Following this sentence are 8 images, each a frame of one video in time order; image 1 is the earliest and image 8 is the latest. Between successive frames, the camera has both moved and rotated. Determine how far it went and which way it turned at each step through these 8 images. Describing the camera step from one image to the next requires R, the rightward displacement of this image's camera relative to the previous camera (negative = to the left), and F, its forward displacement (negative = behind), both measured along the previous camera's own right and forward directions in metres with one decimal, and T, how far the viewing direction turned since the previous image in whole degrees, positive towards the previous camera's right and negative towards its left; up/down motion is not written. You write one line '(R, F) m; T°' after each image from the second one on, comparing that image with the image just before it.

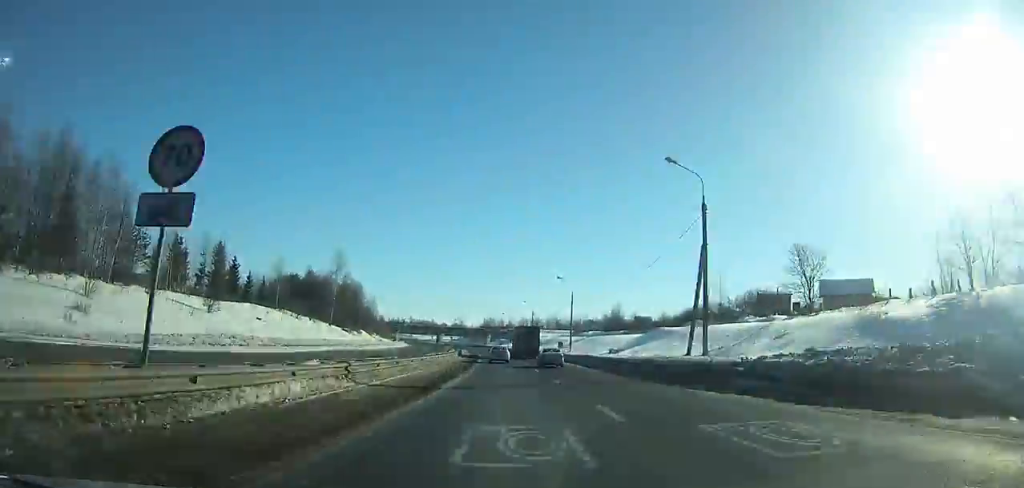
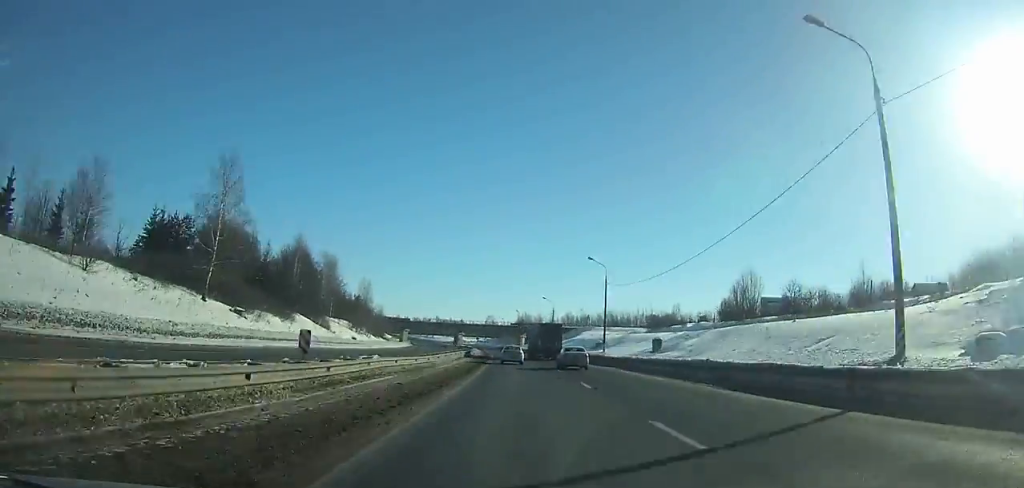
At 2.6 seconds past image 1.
(-2.7, +61.7) m; -4°
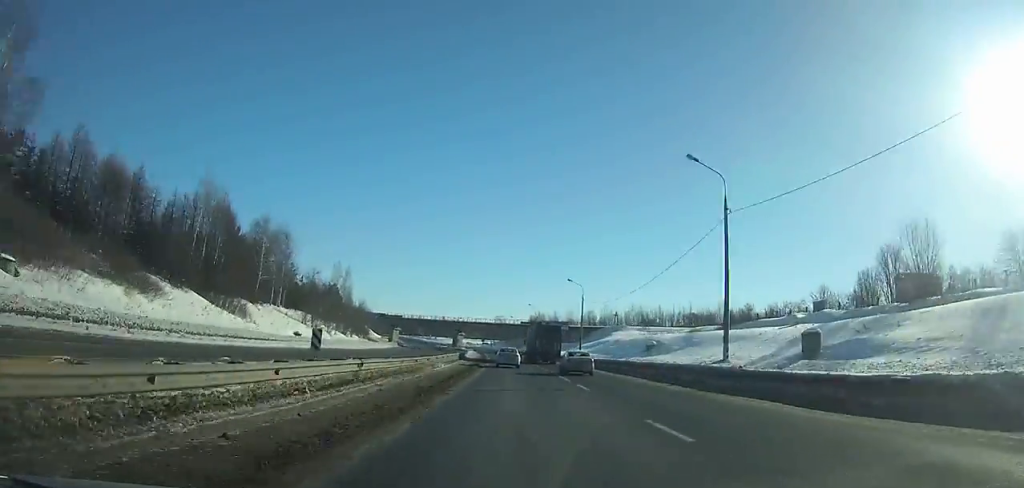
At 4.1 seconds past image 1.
(-0.2, +34.8) m; -2°
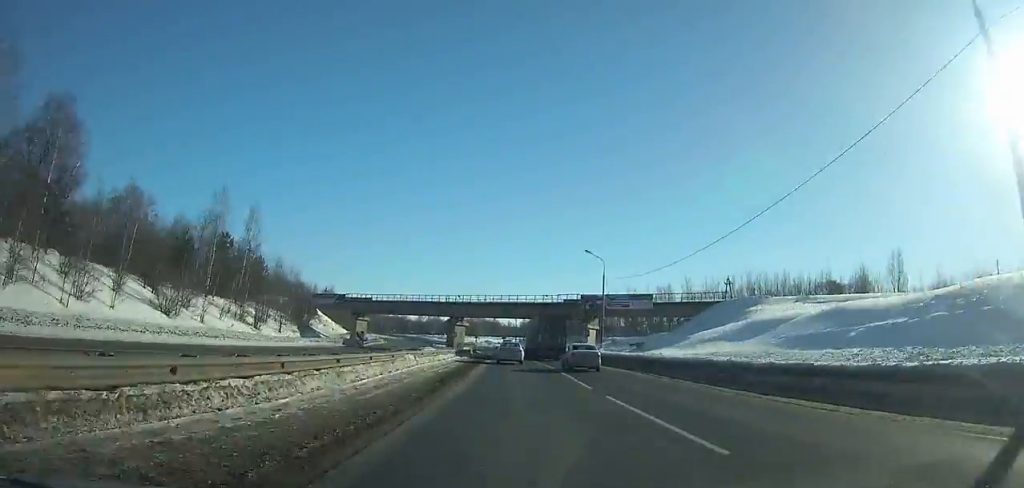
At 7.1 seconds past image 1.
(-1.8, +67.1) m; -3°
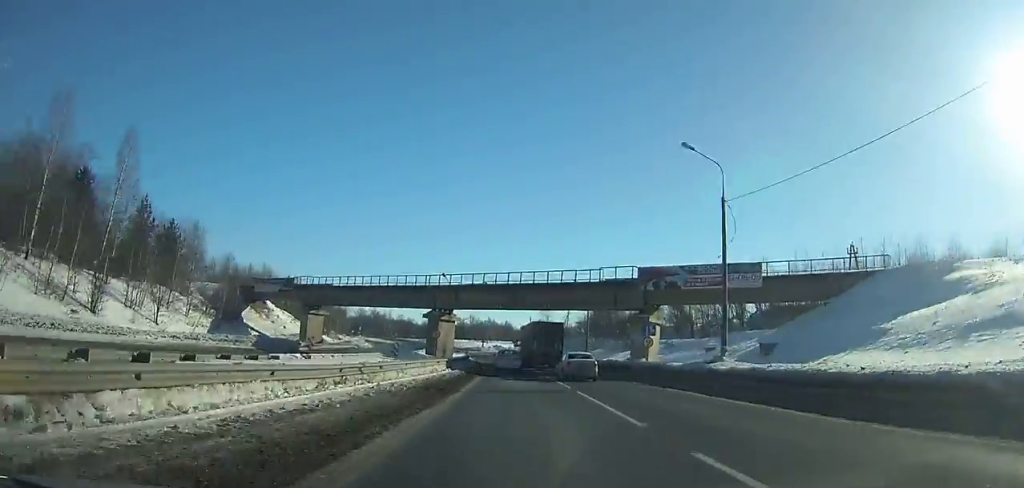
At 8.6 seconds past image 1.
(-0.6, +32.4) m; -2°
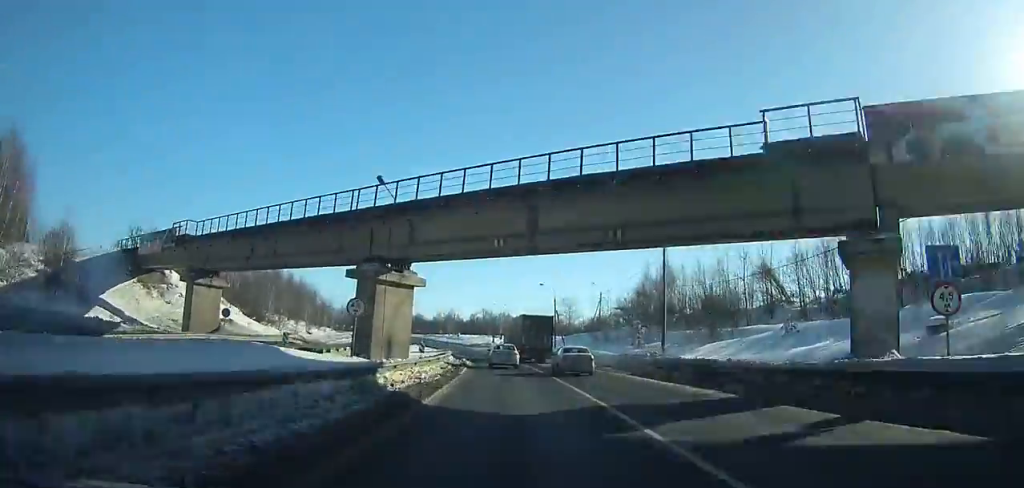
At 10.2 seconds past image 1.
(+0.6, +34.3) m; -3°
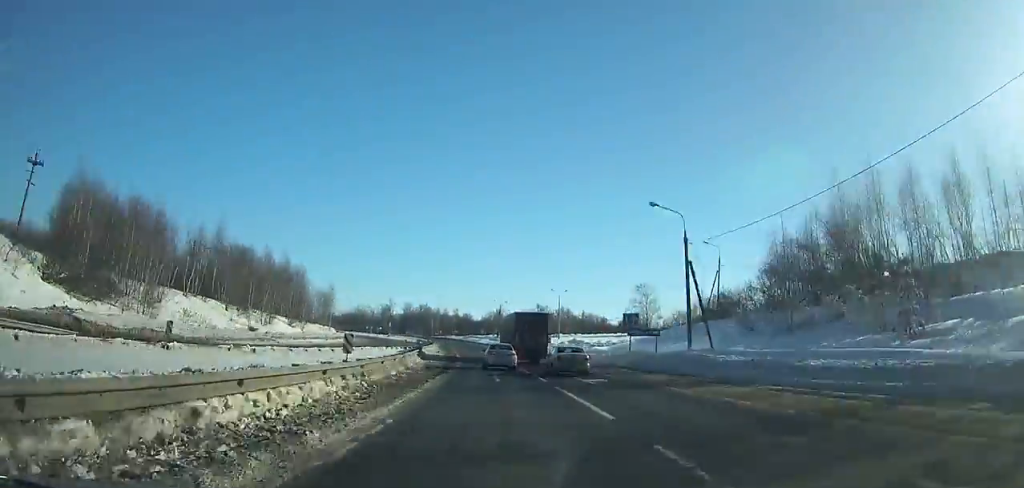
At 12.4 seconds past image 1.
(-3.1, +45.4) m; -5°
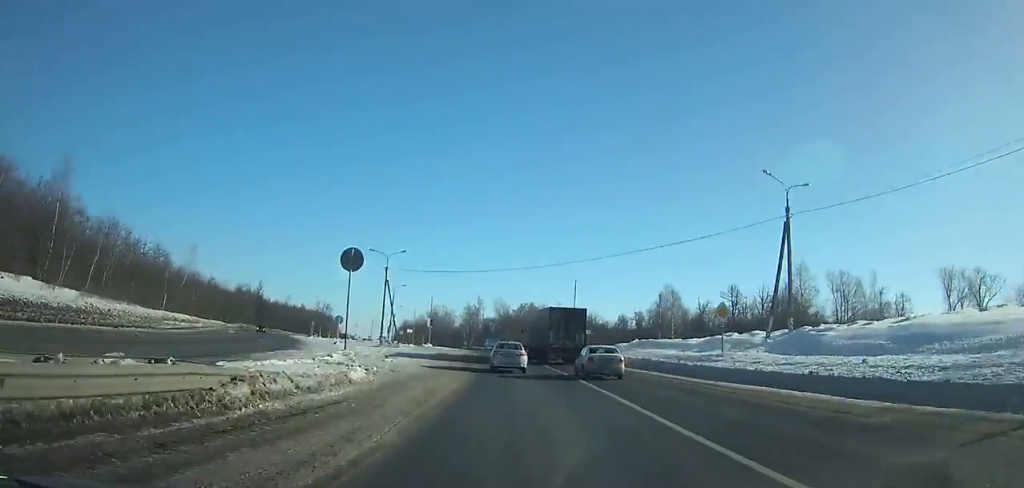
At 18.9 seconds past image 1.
(-13.4, +128.0) m; -11°
